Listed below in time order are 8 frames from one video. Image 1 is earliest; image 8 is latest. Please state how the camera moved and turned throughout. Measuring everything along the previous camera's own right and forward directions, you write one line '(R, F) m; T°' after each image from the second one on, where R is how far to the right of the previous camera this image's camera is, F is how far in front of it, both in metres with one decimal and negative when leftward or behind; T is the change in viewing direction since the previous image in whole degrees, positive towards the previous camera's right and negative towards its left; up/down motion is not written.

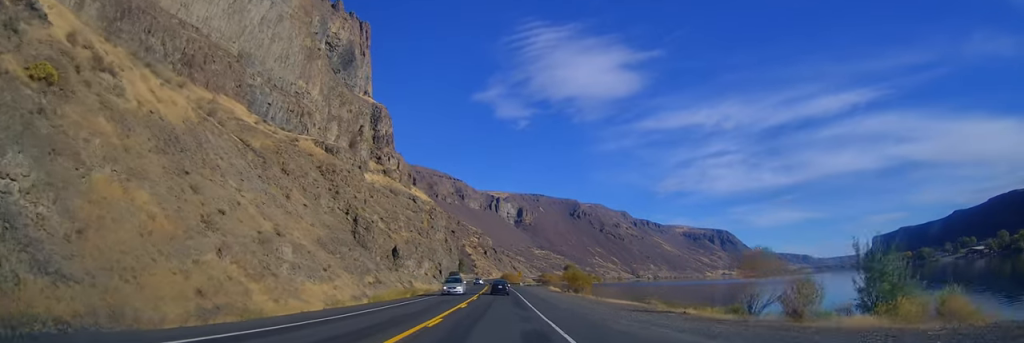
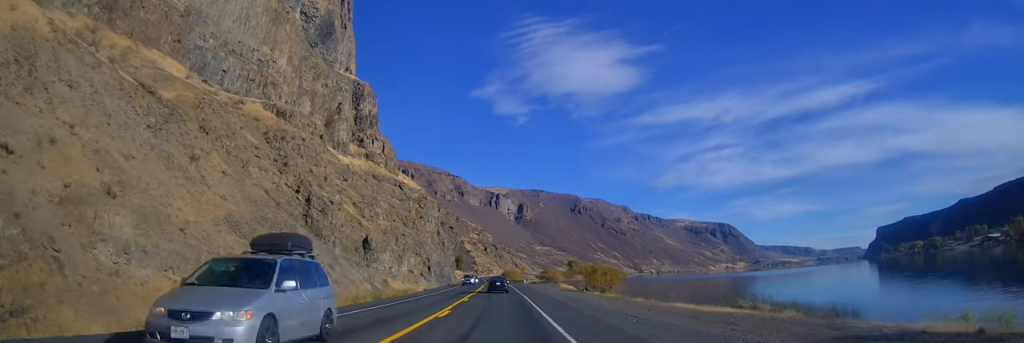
(0.0, +21.4) m; -1°
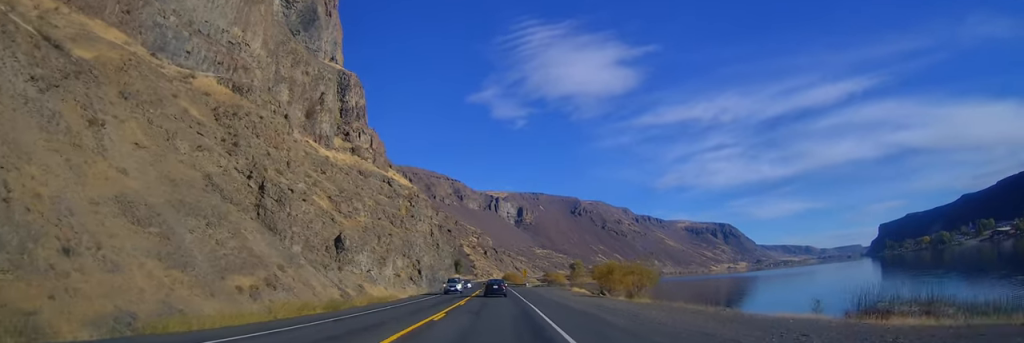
(-0.1, +13.0) m; 0°
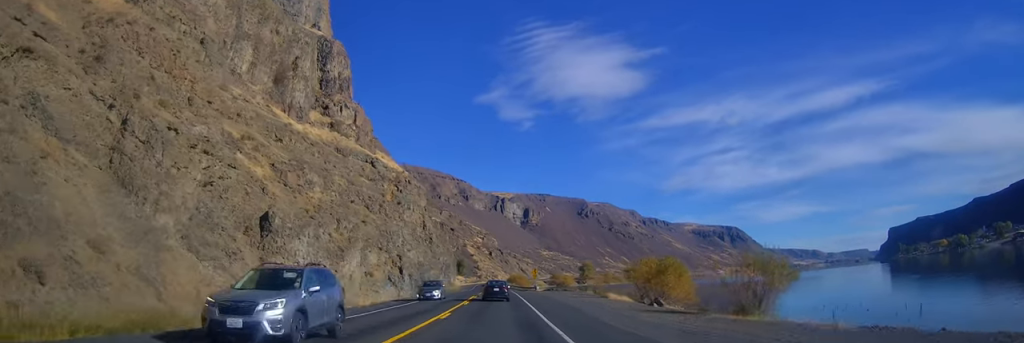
(-0.3, +22.4) m; +1°
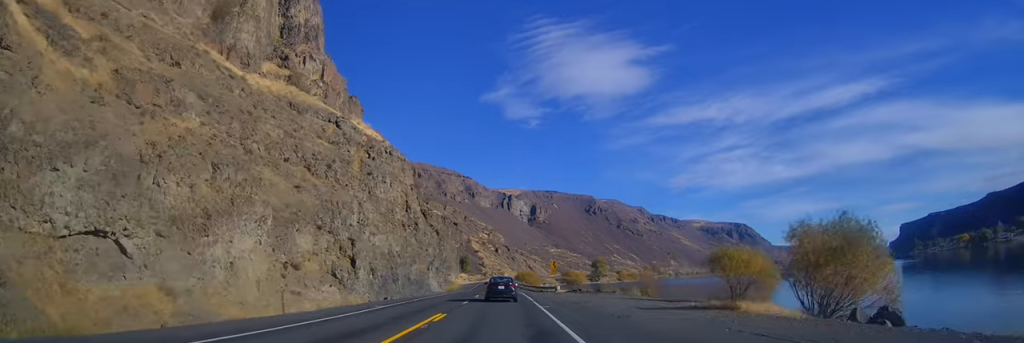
(+0.6, +27.9) m; -1°
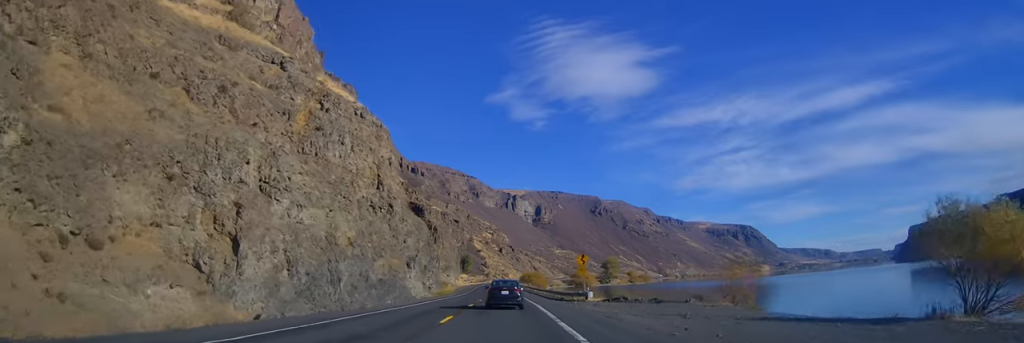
(-0.8, +24.1) m; -2°
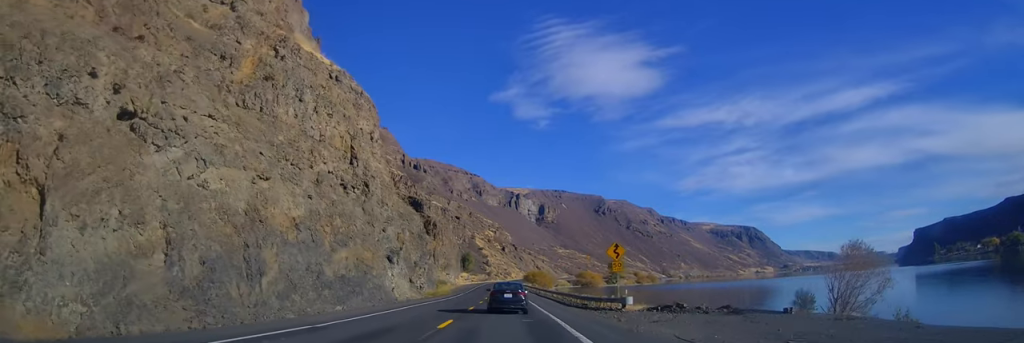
(-0.4, +13.9) m; 0°
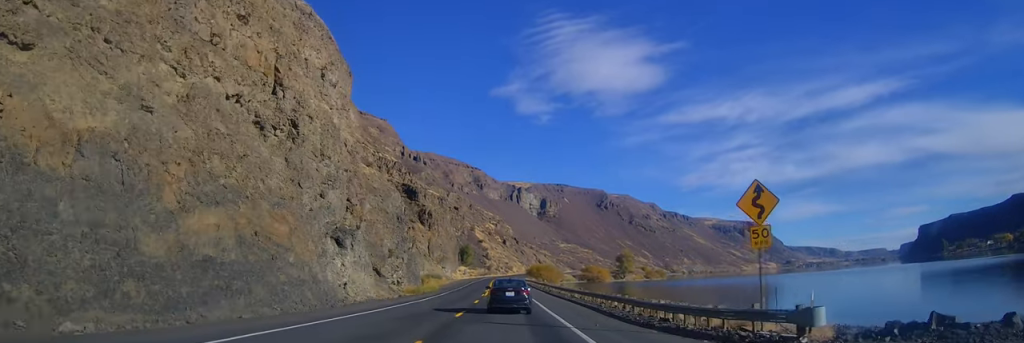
(+0.7, +20.0) m; +1°
